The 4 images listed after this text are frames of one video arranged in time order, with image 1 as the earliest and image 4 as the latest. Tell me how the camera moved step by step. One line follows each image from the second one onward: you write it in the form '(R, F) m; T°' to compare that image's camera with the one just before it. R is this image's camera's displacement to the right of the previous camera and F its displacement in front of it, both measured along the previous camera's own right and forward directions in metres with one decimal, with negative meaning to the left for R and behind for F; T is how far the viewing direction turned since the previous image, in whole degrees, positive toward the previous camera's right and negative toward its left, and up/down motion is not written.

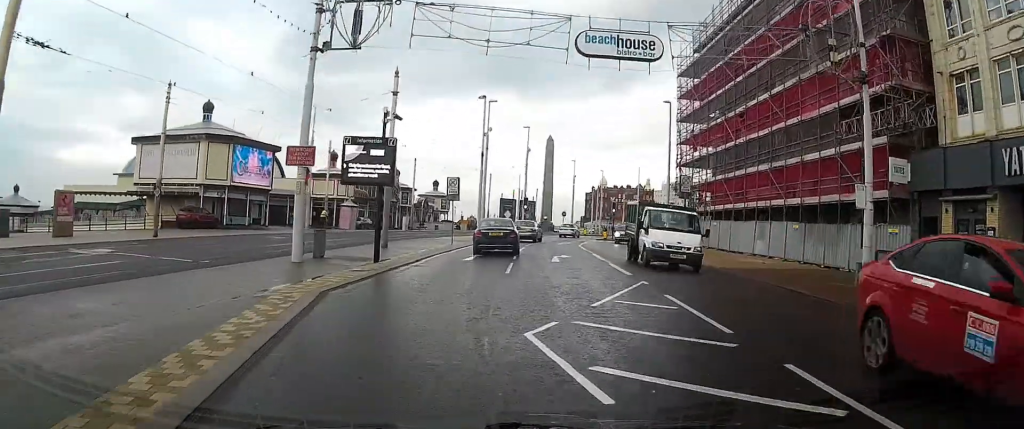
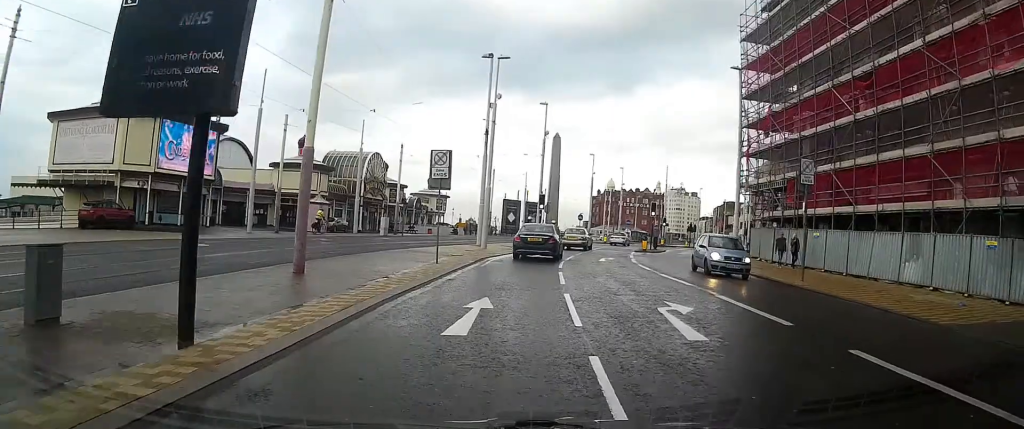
(+0.1, +14.1) m; +2°
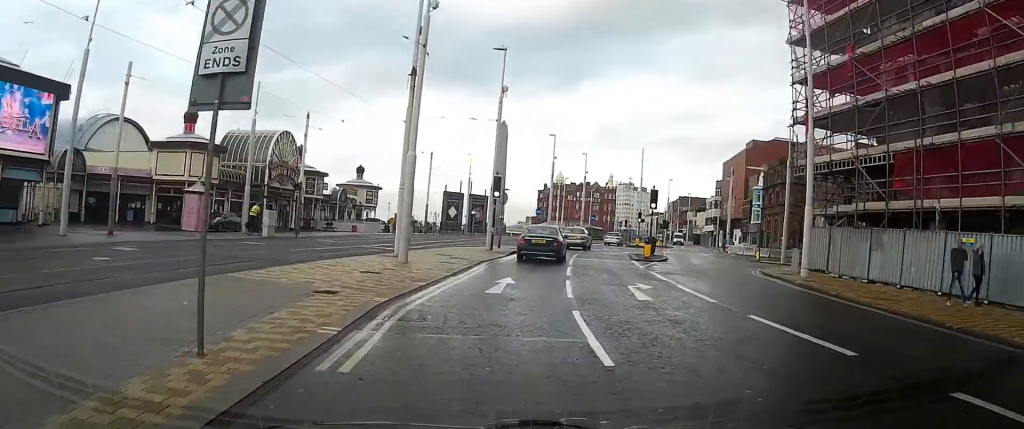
(+0.5, +14.4) m; +4°
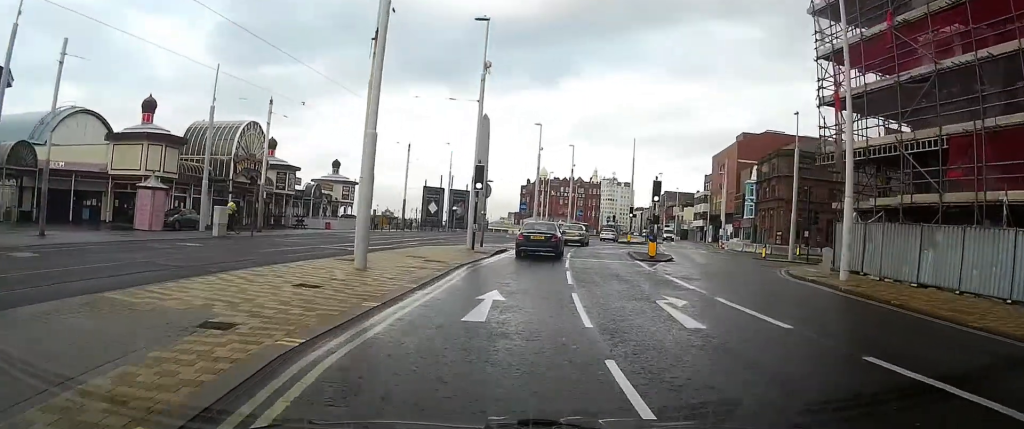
(+0.1, +4.0) m; +2°
